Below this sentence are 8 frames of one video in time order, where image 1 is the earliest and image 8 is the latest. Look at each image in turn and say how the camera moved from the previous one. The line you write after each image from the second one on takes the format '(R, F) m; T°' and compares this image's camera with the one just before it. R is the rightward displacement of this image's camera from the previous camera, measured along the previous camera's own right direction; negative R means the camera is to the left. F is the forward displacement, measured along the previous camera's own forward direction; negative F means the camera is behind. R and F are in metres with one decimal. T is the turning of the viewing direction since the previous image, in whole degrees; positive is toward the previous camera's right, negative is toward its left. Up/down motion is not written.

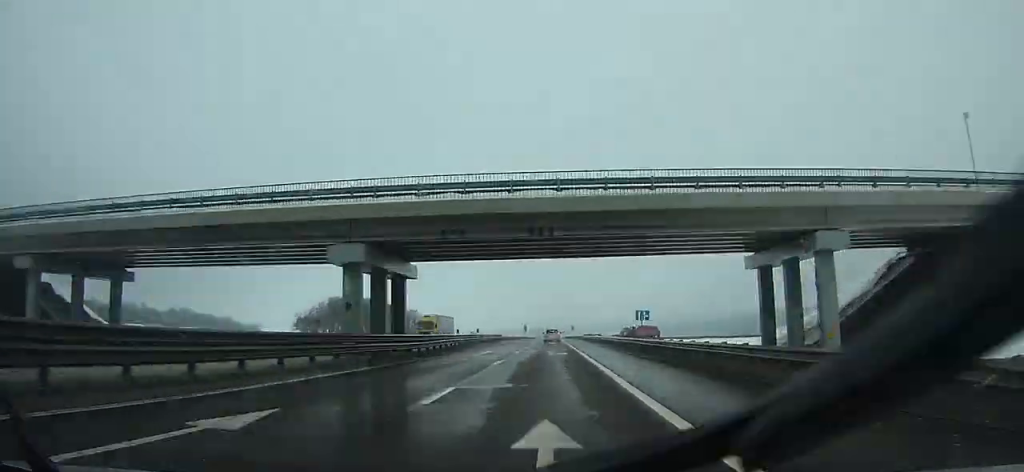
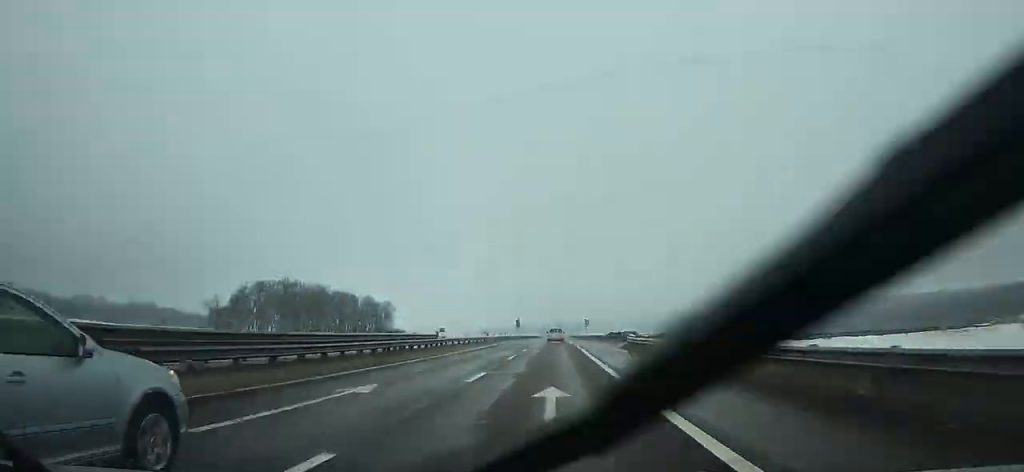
(-0.2, +56.3) m; 0°
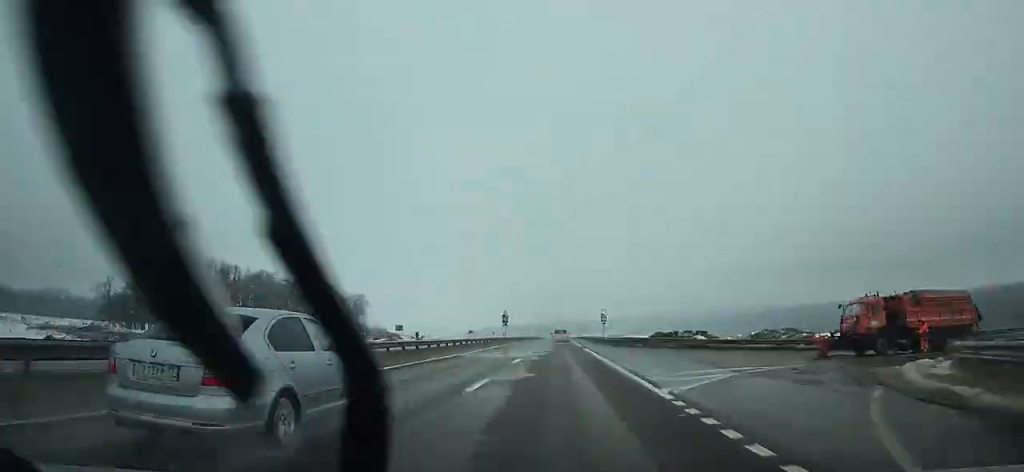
(0.0, +38.3) m; 0°
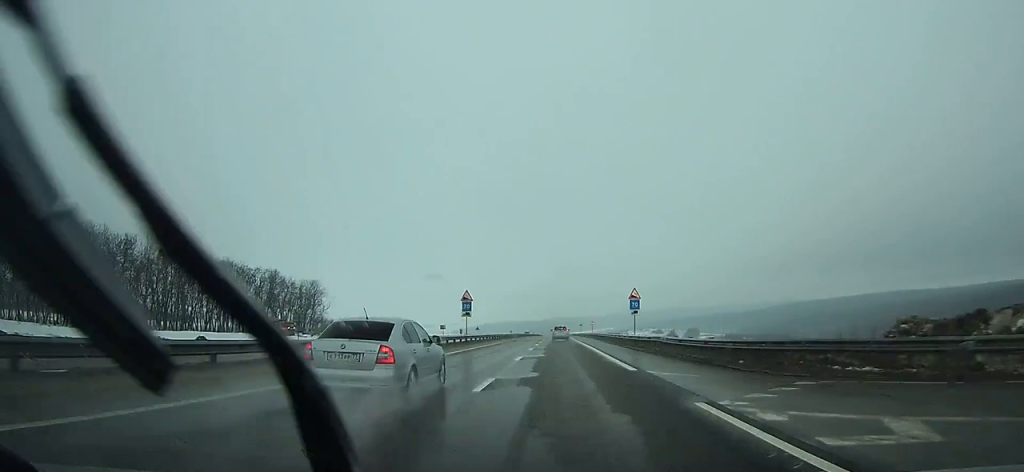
(+0.1, +35.6) m; 0°
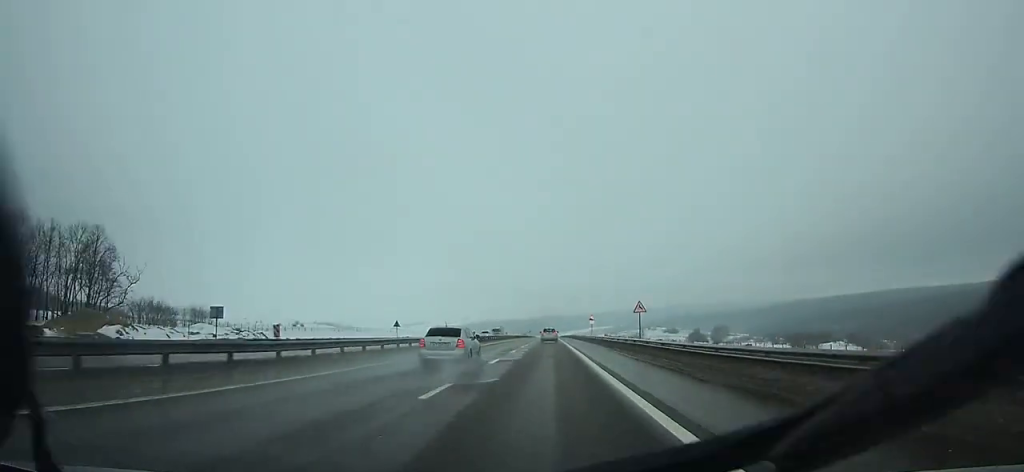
(+0.5, +85.9) m; 0°
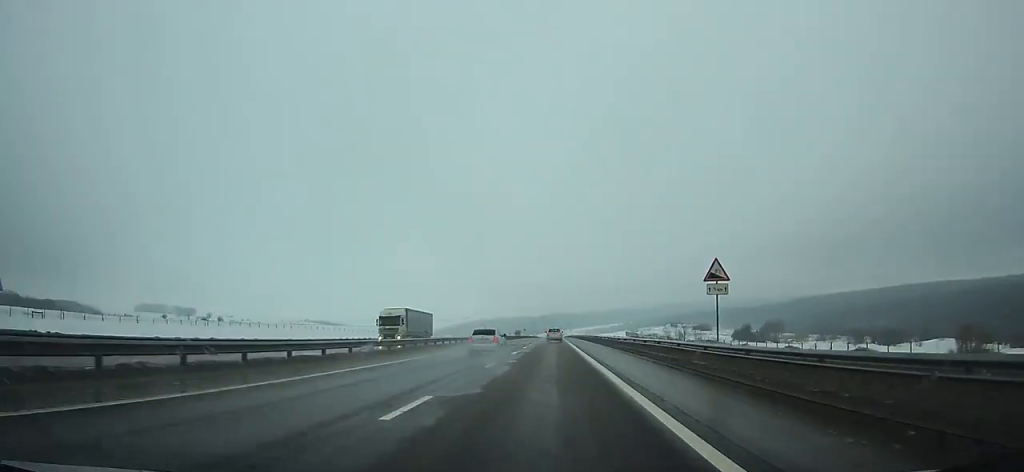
(-0.2, +75.5) m; 0°
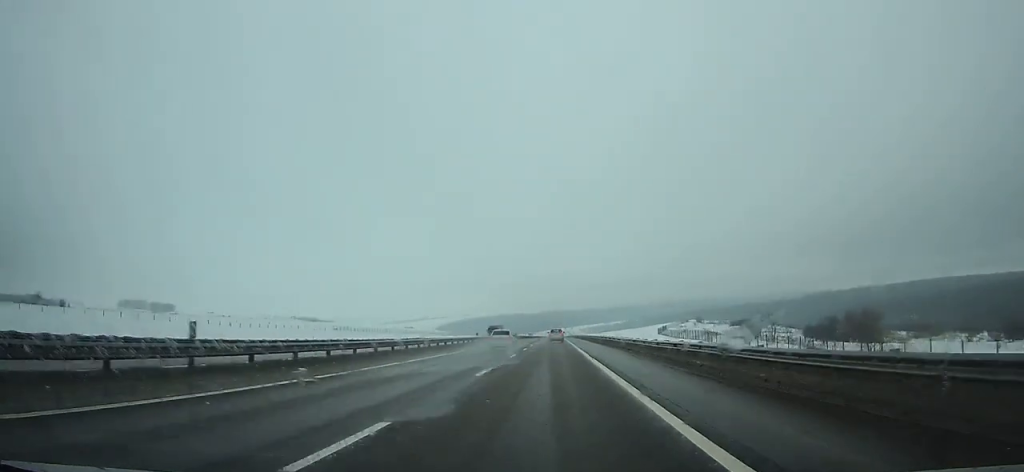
(-0.2, +75.8) m; 0°
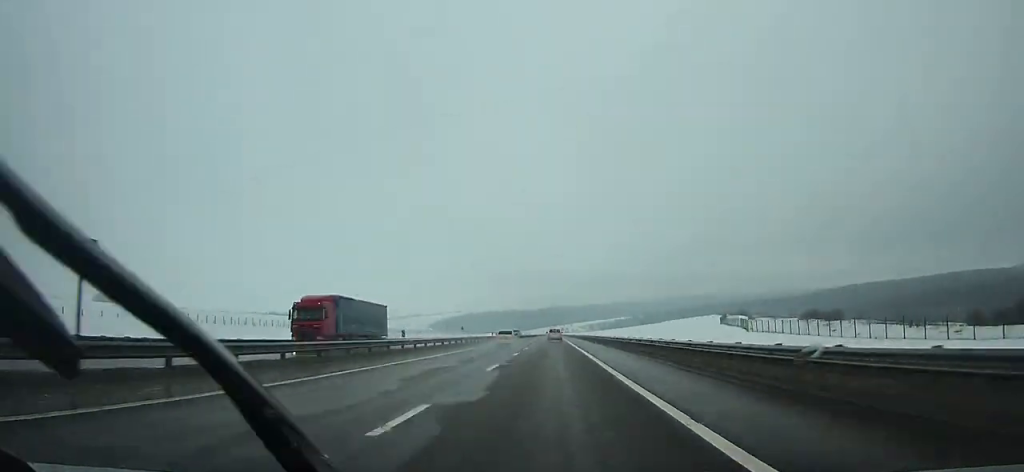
(0.0, +81.6) m; 0°
